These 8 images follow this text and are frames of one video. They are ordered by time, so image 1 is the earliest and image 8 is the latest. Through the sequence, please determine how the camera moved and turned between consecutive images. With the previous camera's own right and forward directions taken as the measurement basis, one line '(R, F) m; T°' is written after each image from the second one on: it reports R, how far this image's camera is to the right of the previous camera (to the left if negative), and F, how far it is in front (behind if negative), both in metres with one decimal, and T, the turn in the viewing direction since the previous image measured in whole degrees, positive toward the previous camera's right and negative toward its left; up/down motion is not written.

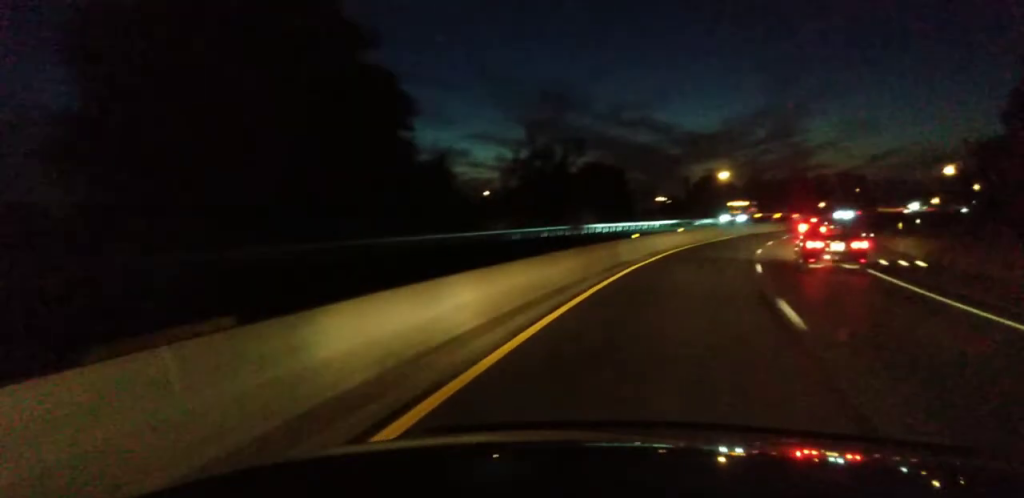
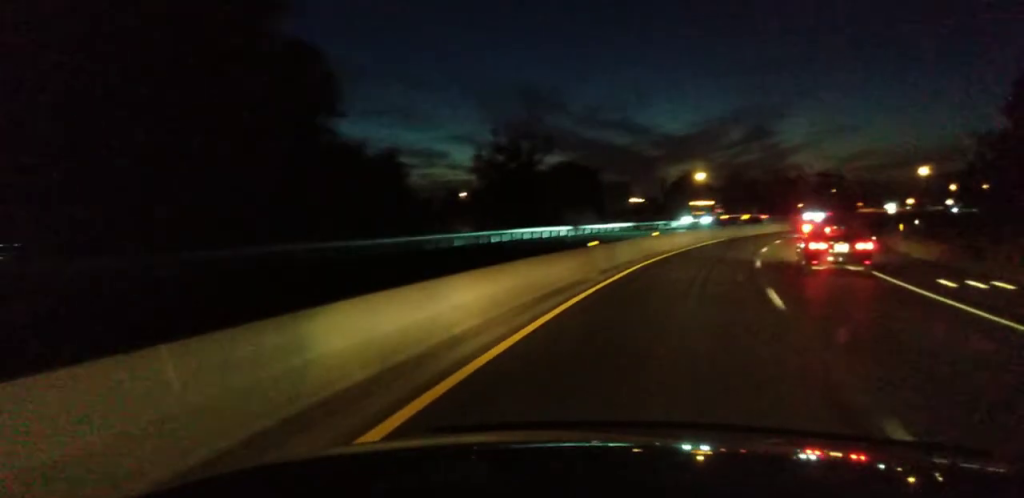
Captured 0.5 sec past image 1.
(+0.3, +11.2) m; +3°
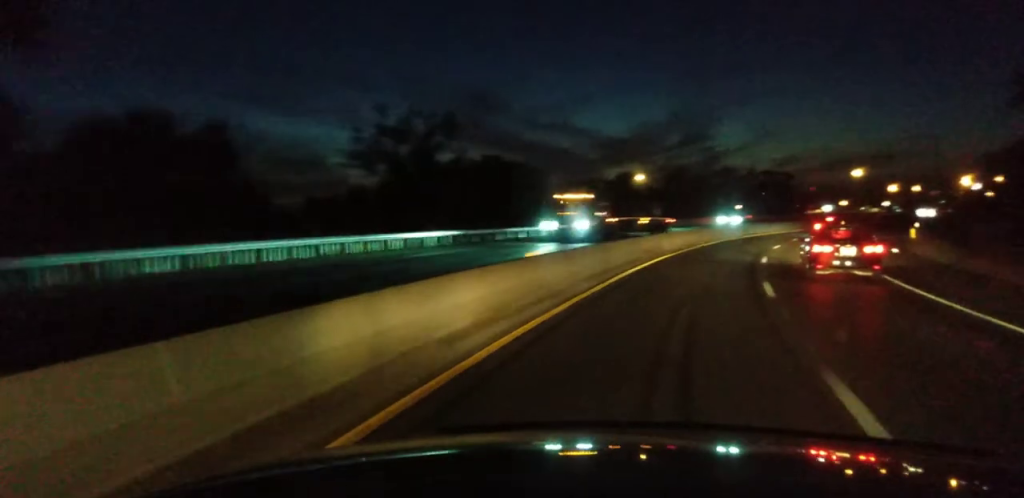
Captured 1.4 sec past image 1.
(+0.8, +22.4) m; +4°
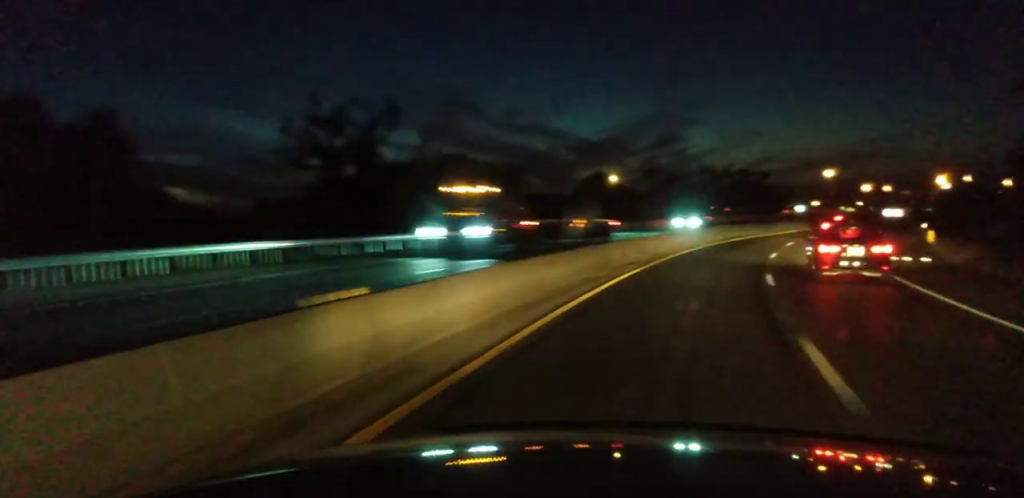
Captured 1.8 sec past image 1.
(+0.2, +9.8) m; +3°
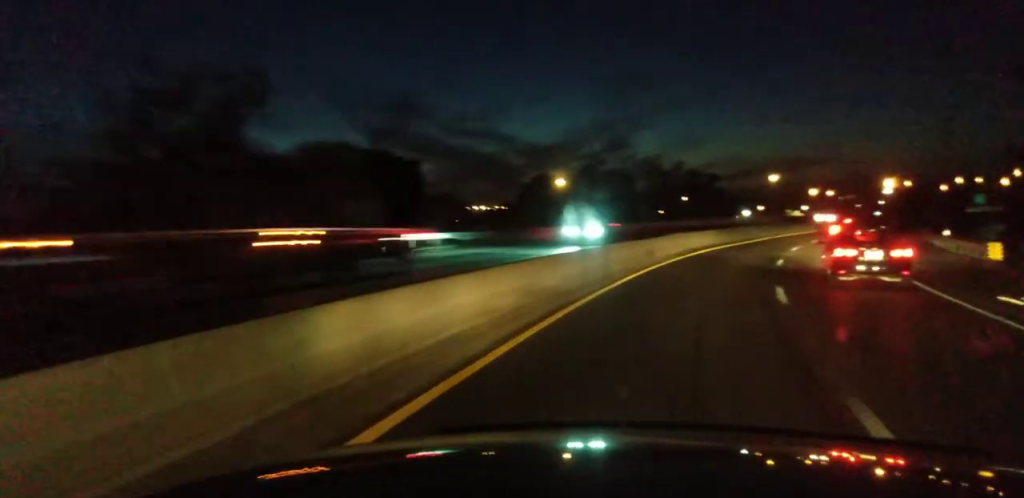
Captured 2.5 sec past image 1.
(+0.2, +16.7) m; +5°
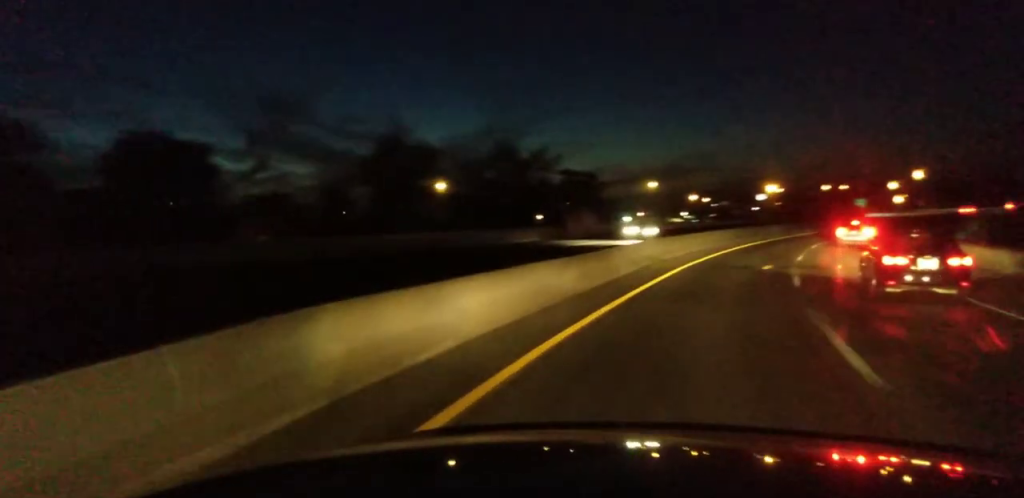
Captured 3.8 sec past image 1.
(+3.0, +31.8) m; +7°
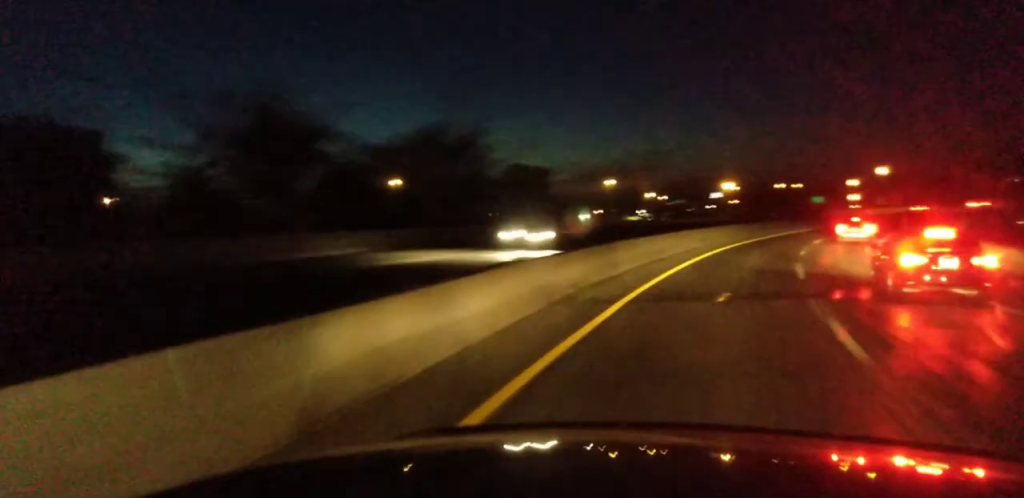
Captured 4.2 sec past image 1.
(-0.3, +11.0) m; +2°
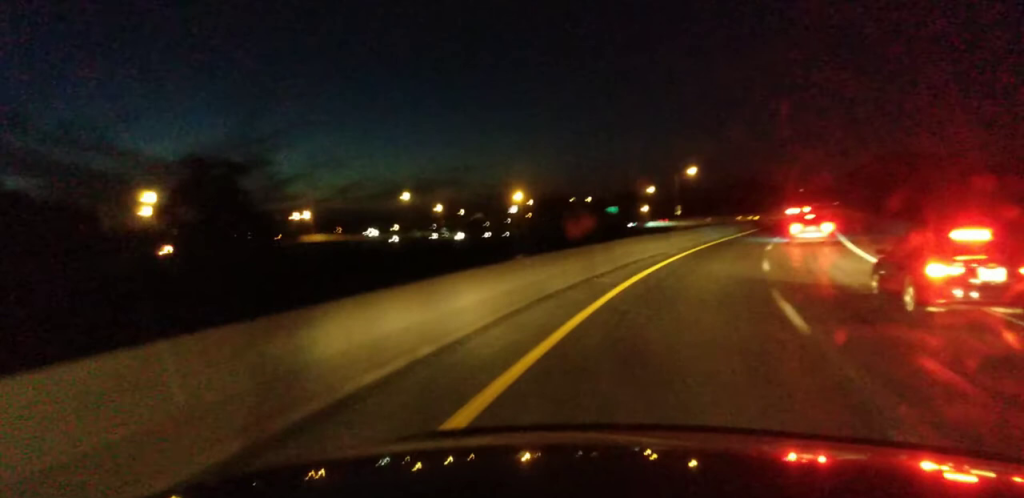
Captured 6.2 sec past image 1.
(+4.8, +44.6) m; +11°
